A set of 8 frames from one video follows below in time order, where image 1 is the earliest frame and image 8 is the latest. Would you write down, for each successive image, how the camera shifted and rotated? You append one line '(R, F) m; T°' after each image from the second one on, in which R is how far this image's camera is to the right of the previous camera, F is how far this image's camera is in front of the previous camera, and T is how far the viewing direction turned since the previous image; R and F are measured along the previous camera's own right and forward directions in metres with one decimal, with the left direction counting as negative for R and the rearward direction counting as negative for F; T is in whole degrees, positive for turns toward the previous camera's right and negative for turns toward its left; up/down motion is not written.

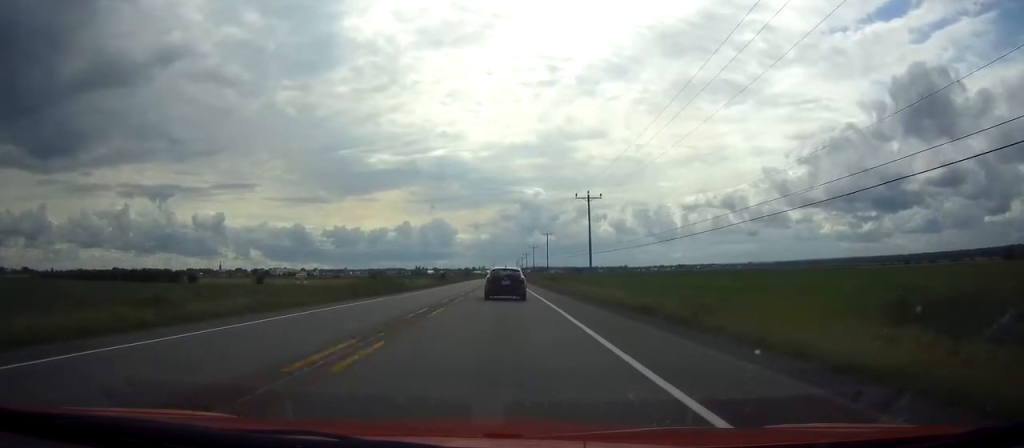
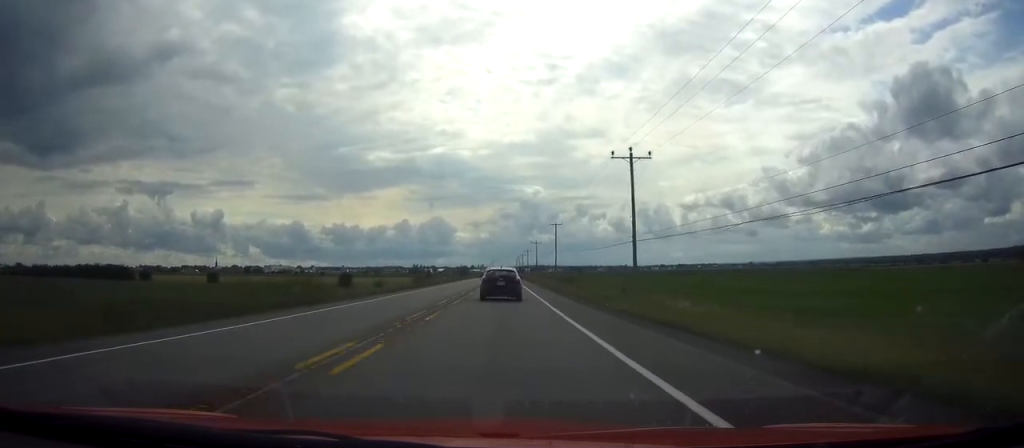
(-0.1, +26.8) m; 0°
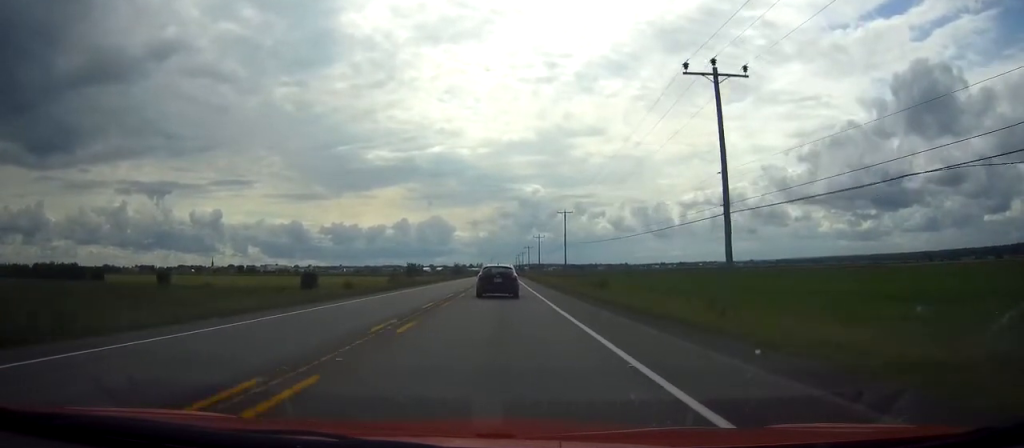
(+0.1, +21.6) m; 0°
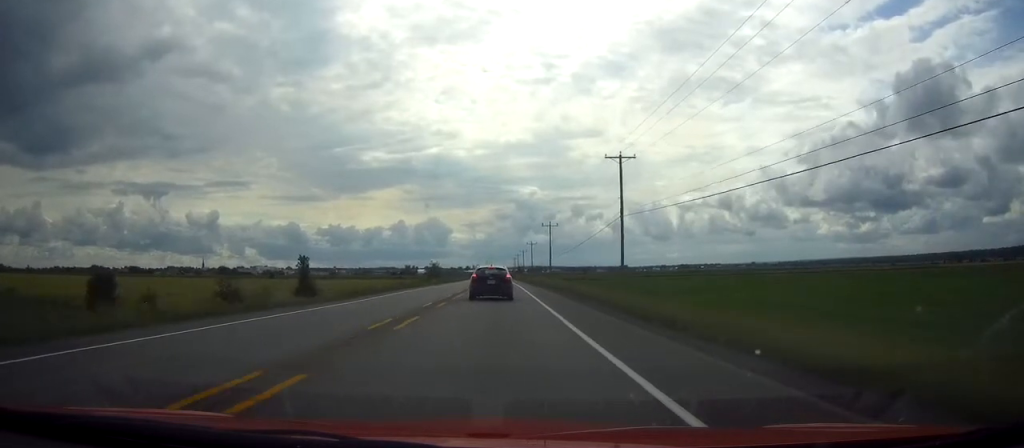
(0.0, +52.6) m; 0°
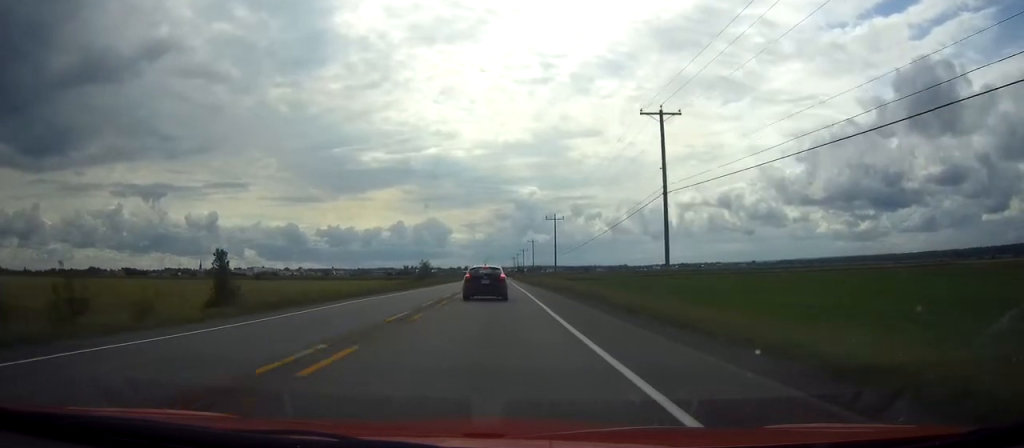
(0.0, +14.6) m; 0°
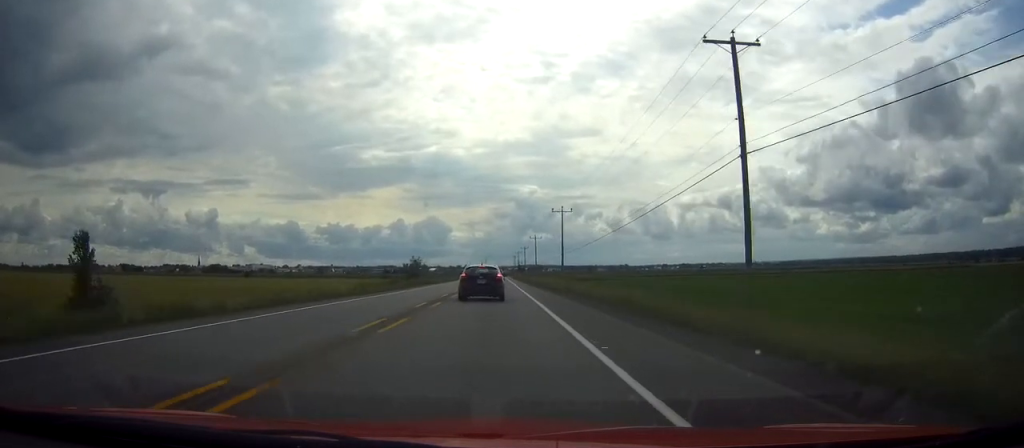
(-0.1, +12.8) m; 0°
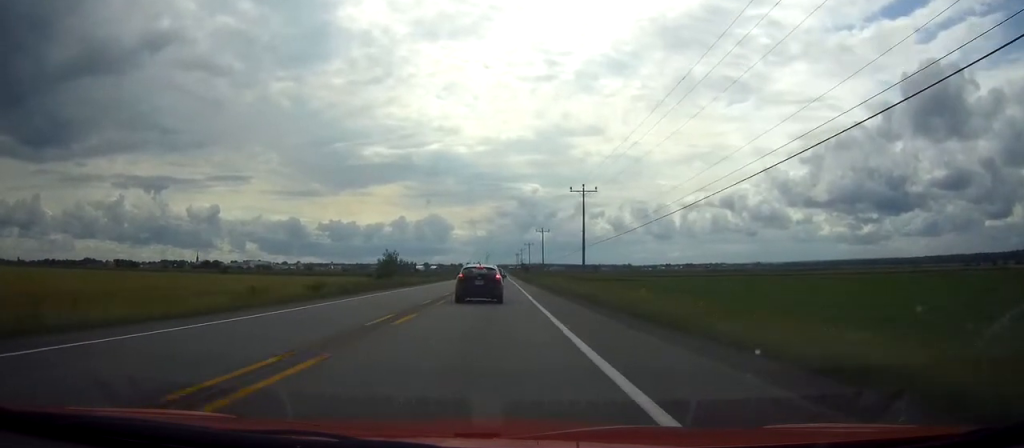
(0.0, +24.6) m; 0°
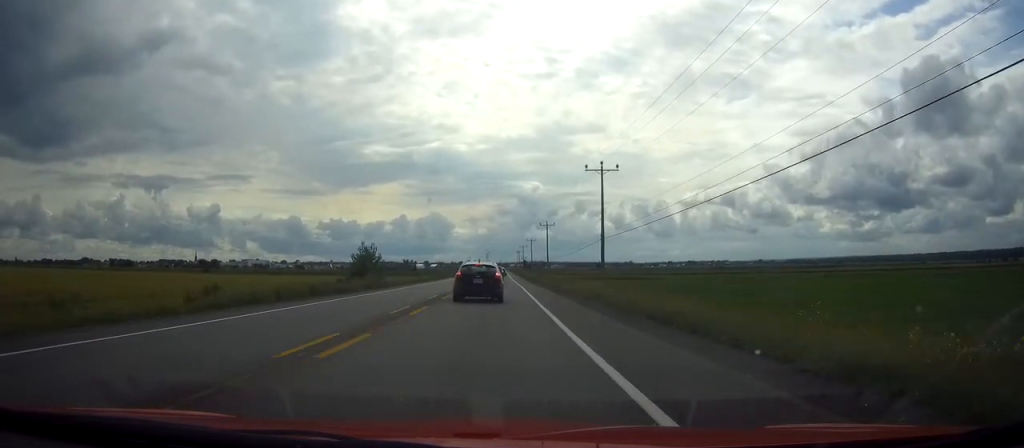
(0.0, +14.2) m; 0°
